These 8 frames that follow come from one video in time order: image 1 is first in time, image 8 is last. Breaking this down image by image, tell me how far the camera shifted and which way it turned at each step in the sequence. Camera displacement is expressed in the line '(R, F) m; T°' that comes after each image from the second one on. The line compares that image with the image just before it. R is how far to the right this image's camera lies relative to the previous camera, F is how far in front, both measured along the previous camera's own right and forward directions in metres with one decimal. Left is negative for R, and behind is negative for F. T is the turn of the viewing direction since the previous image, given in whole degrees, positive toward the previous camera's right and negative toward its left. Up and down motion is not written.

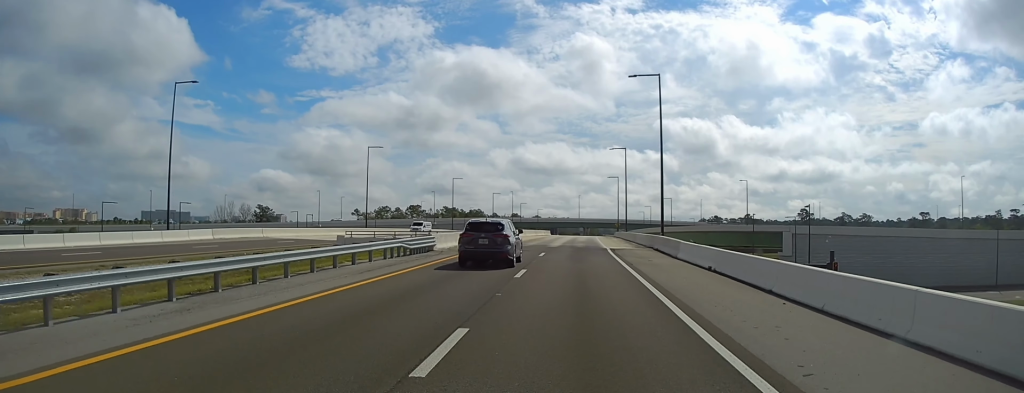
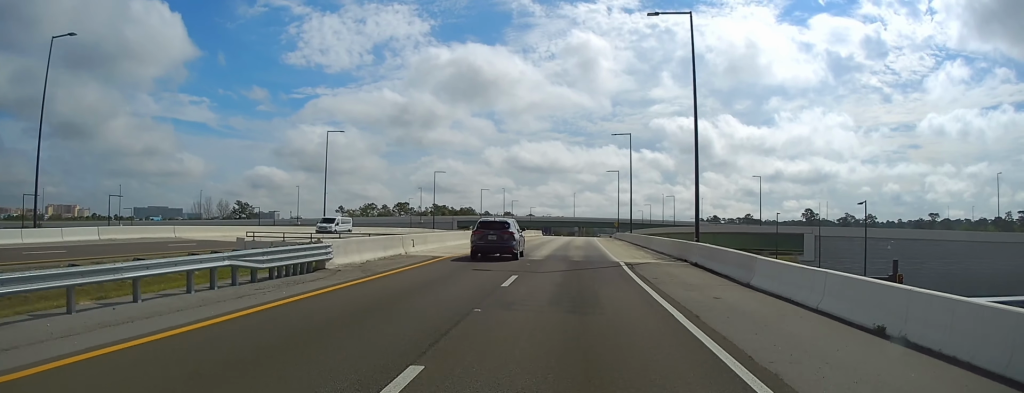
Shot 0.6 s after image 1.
(+0.1, +14.6) m; 0°
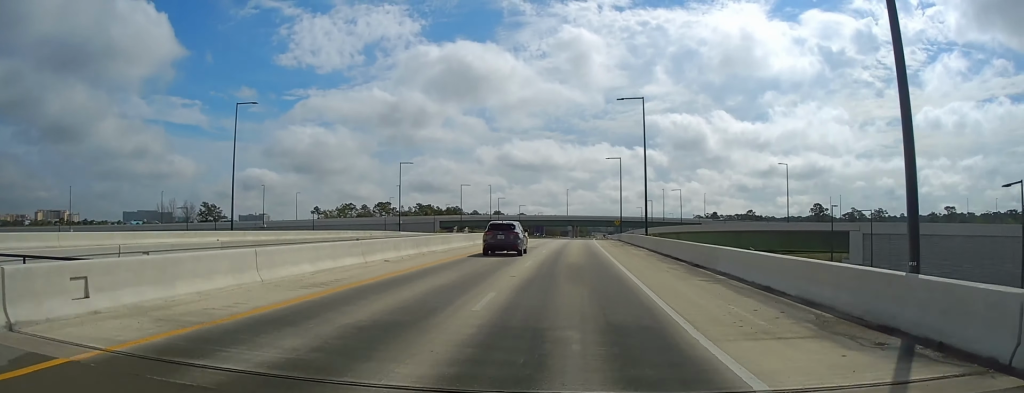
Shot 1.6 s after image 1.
(0.0, +21.5) m; 0°
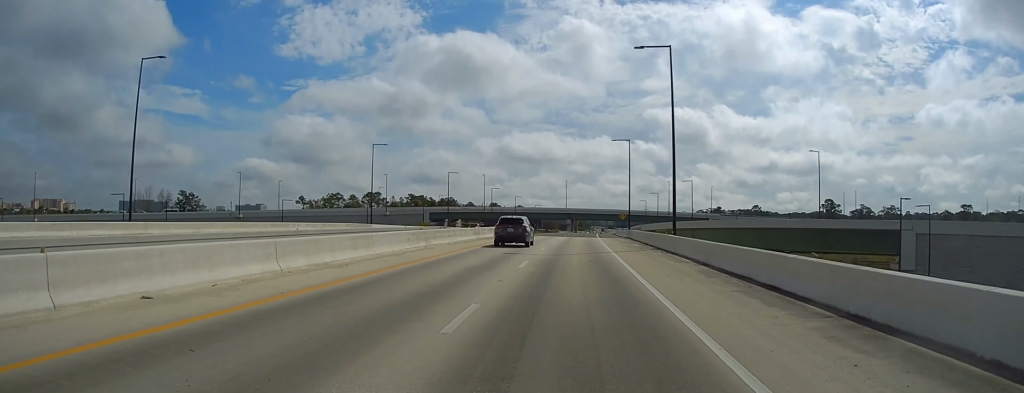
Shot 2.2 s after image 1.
(-0.1, +15.4) m; 0°
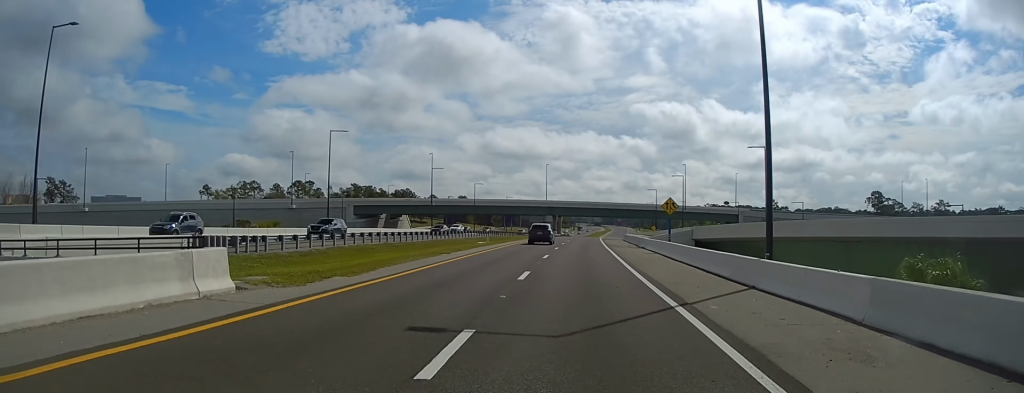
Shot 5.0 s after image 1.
(+1.5, +63.0) m; +2°
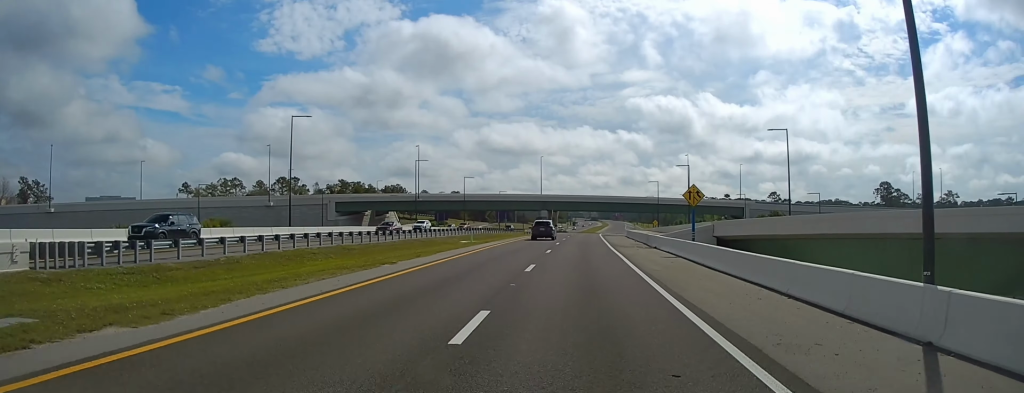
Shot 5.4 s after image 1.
(0.0, +10.1) m; 0°
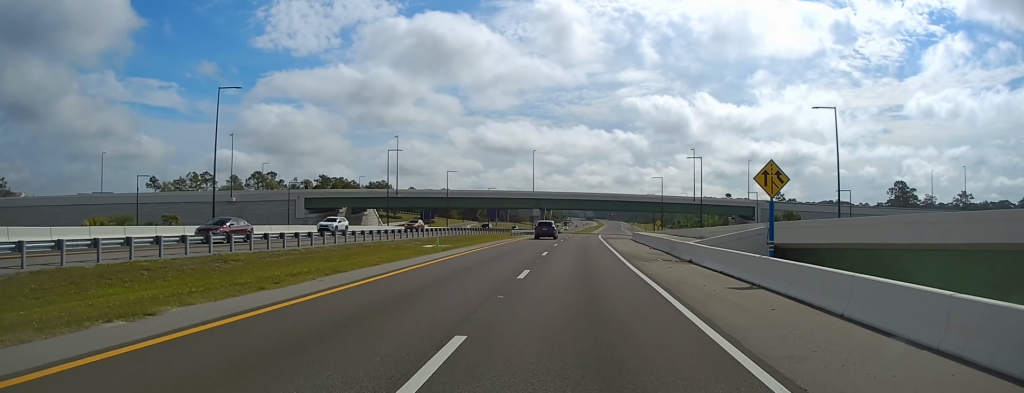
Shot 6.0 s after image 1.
(0.0, +14.9) m; 0°
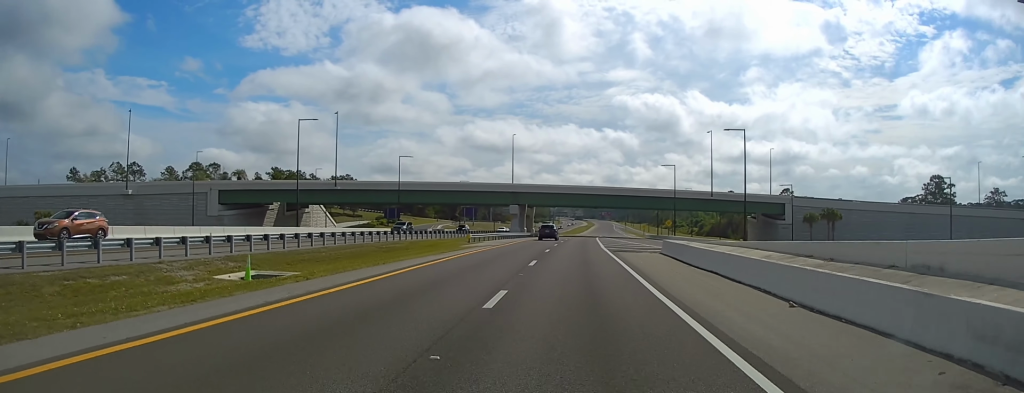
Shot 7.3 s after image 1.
(+0.2, +30.5) m; +1°
